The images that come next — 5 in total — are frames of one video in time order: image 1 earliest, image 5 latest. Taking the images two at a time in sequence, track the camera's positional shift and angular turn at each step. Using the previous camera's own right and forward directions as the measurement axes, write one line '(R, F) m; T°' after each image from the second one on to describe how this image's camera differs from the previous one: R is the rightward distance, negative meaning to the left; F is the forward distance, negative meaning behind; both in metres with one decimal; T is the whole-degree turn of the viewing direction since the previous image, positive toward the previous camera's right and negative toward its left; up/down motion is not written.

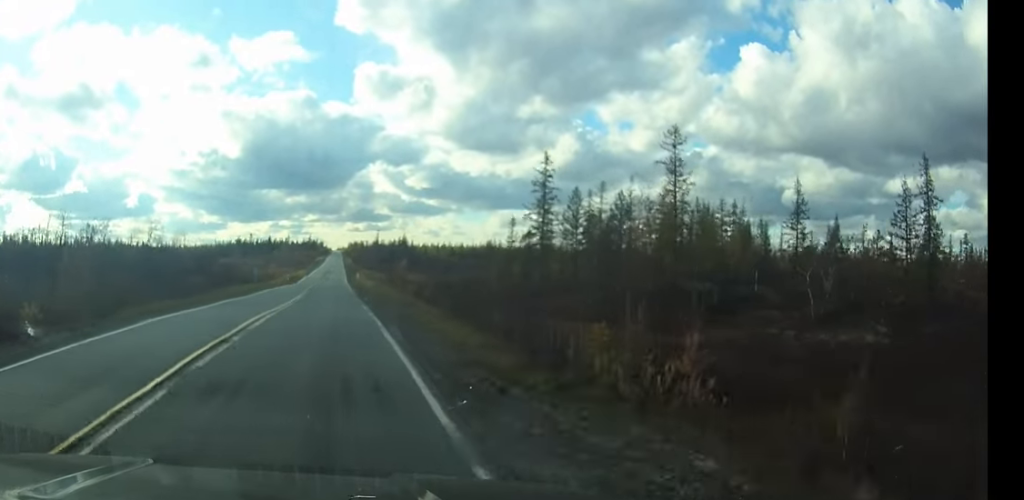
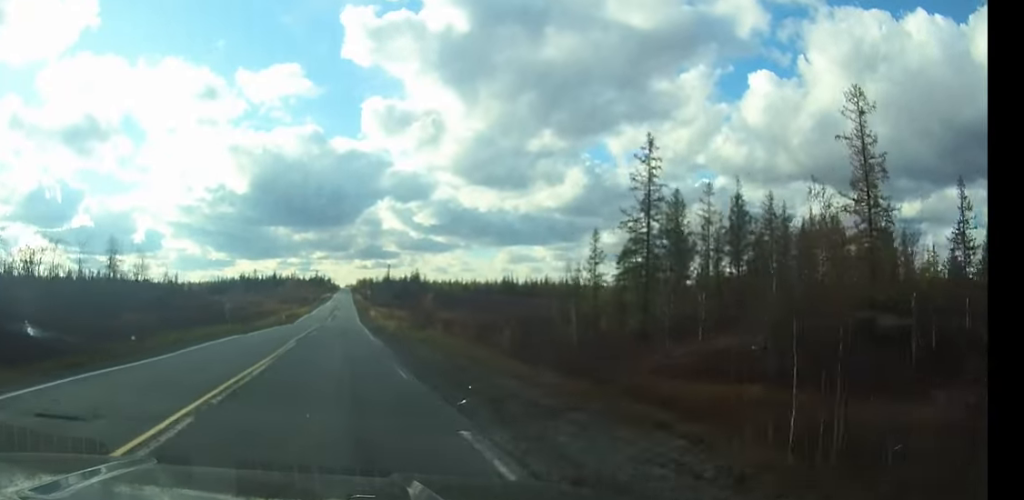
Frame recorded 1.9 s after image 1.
(-0.1, +26.5) m; 0°
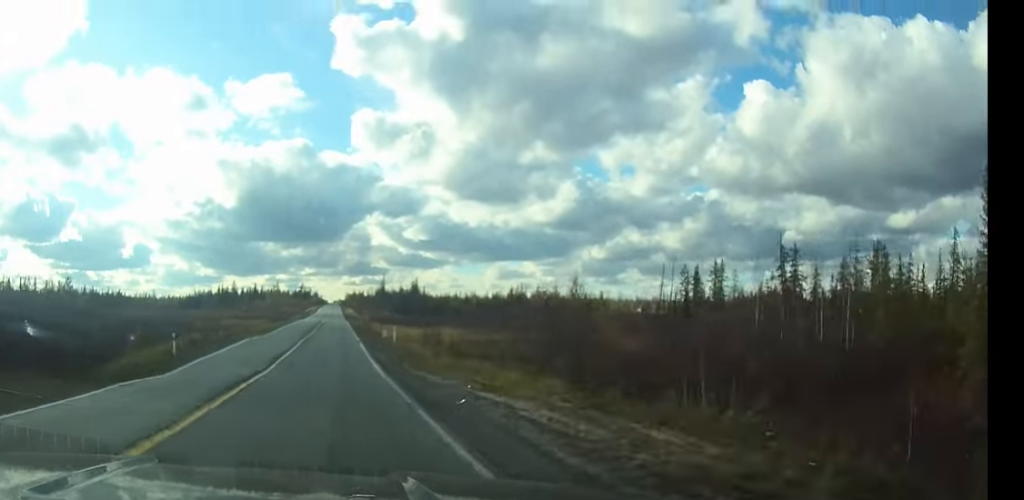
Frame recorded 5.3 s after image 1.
(+0.3, +52.2) m; +1°
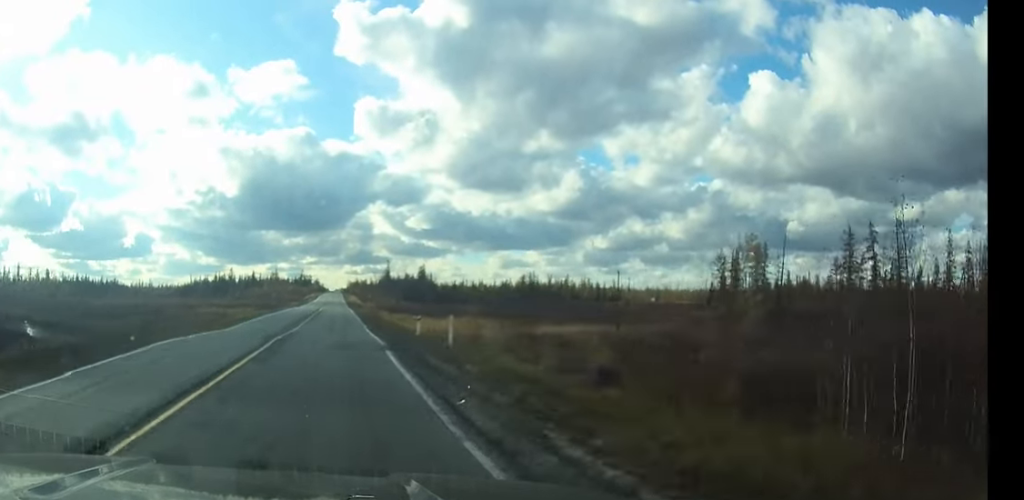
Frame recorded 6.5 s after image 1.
(0.0, +21.3) m; 0°
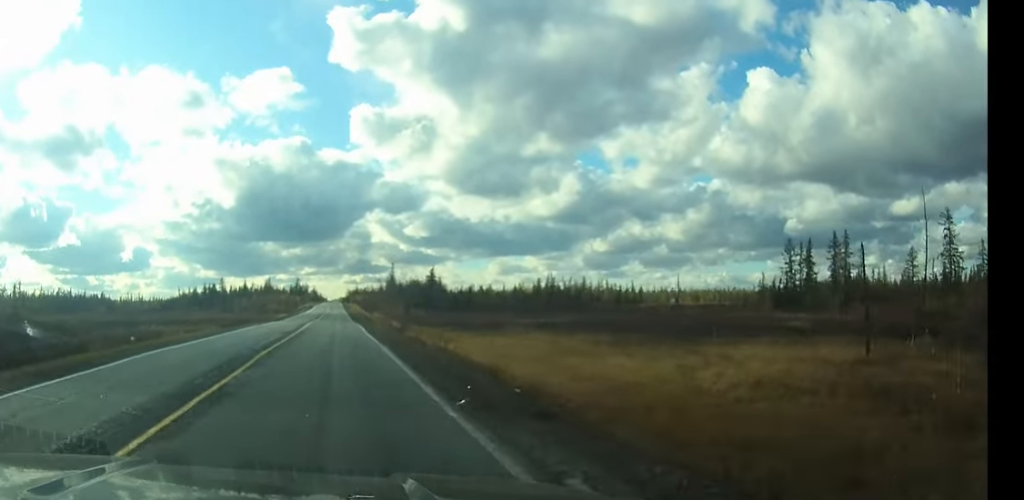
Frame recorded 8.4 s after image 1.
(0.0, +37.0) m; 0°
